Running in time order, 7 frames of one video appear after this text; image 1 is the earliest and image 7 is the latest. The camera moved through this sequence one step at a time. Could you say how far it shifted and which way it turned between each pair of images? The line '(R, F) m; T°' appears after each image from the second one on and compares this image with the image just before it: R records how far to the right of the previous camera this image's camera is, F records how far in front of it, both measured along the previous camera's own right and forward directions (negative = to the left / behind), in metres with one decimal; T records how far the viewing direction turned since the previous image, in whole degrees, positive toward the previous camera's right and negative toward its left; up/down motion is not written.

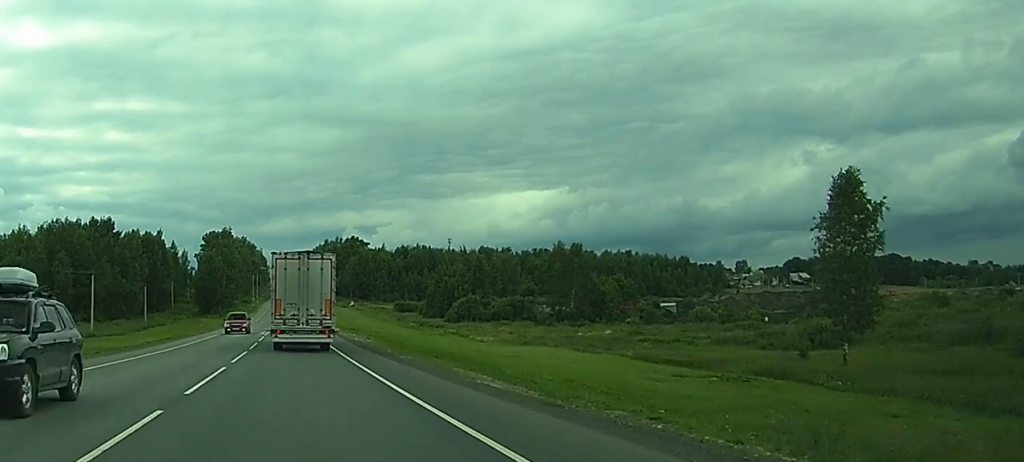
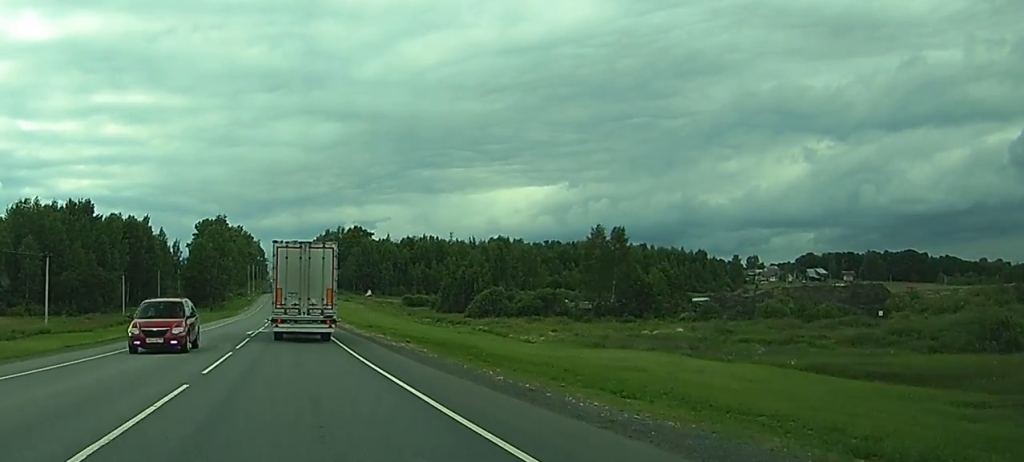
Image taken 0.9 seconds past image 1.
(0.0, +20.8) m; 0°
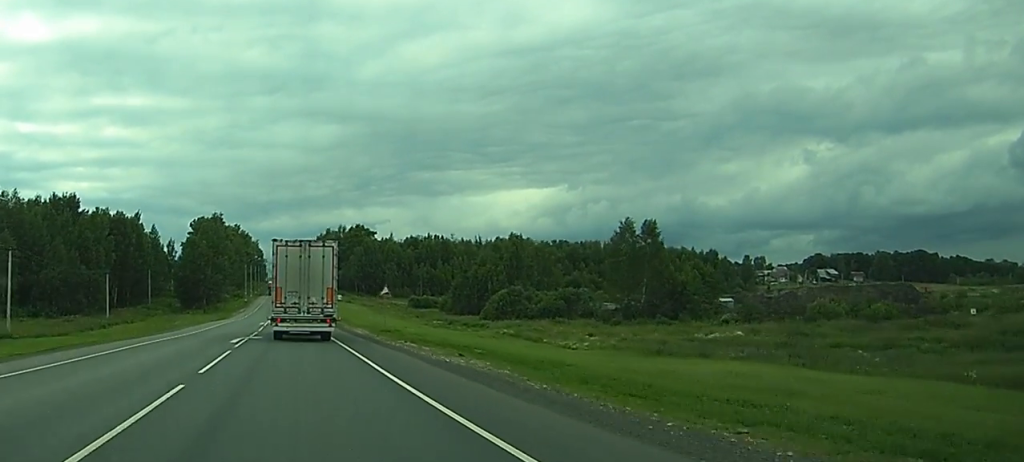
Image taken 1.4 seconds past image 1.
(0.0, +12.3) m; 0°
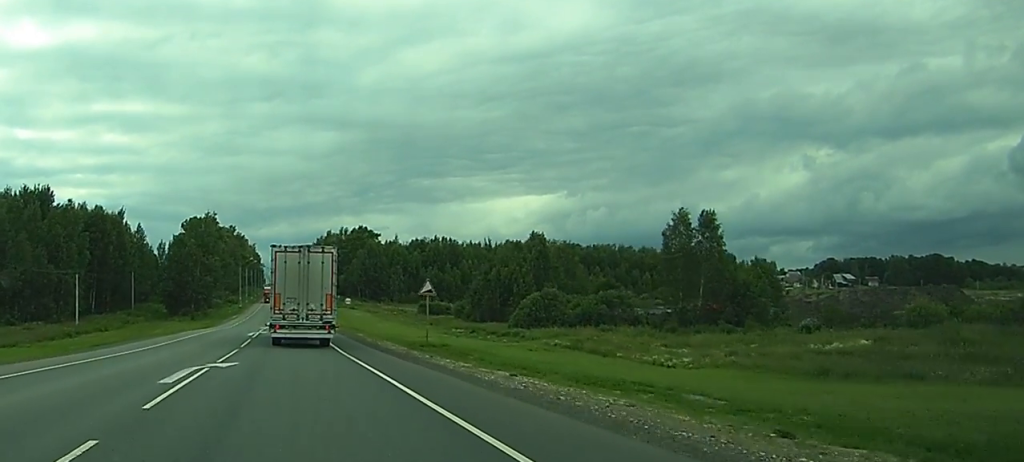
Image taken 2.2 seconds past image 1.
(+0.1, +18.3) m; 0°
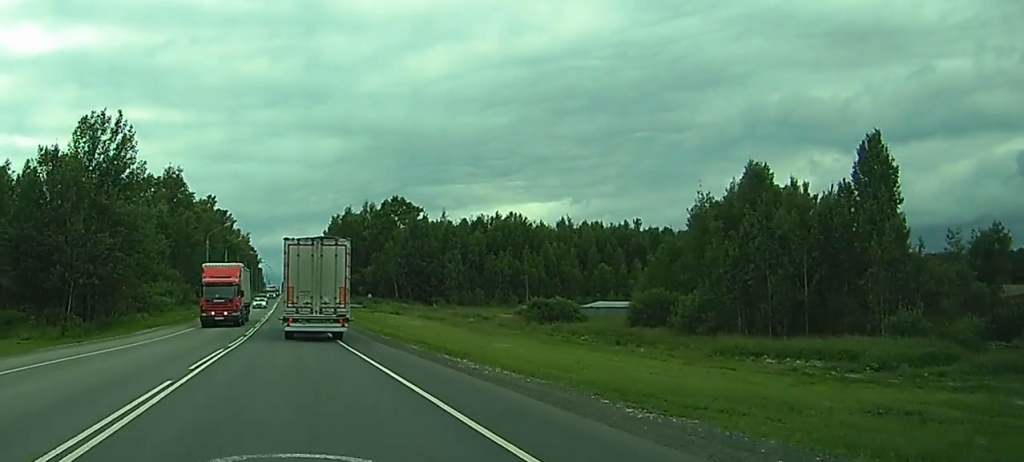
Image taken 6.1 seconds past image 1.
(-0.3, +87.5) m; -1°
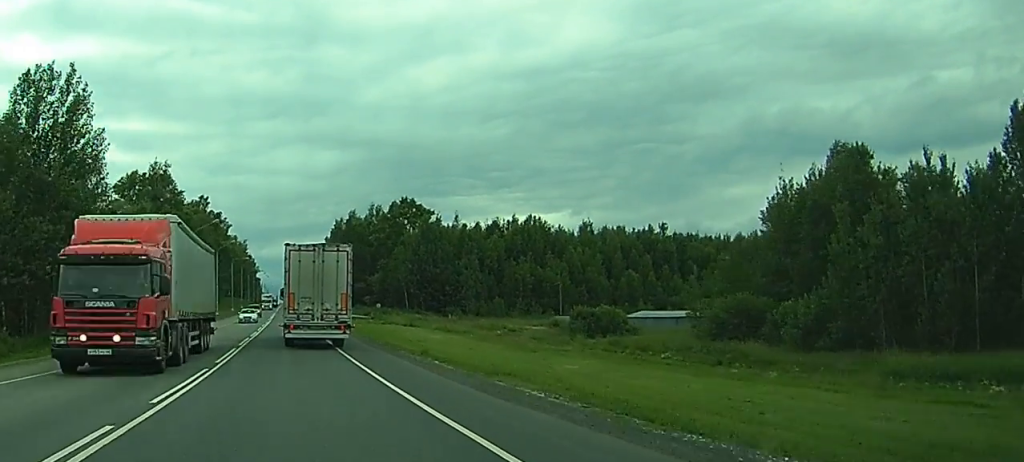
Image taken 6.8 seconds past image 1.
(0.0, +16.9) m; 0°
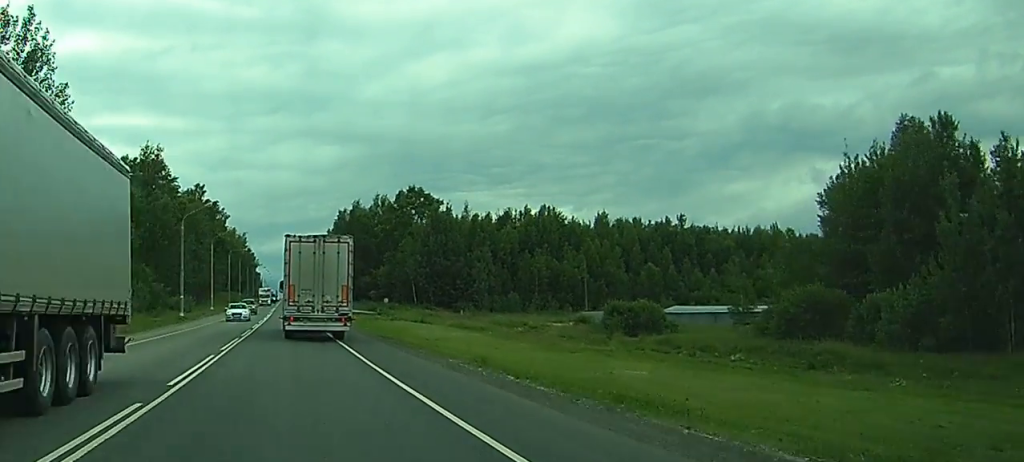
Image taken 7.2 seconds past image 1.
(0.0, +10.0) m; 0°
